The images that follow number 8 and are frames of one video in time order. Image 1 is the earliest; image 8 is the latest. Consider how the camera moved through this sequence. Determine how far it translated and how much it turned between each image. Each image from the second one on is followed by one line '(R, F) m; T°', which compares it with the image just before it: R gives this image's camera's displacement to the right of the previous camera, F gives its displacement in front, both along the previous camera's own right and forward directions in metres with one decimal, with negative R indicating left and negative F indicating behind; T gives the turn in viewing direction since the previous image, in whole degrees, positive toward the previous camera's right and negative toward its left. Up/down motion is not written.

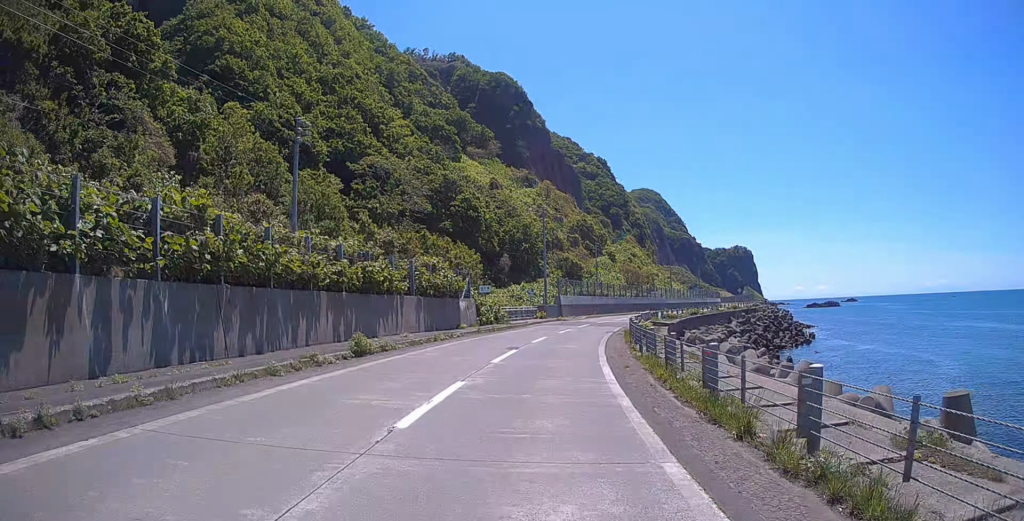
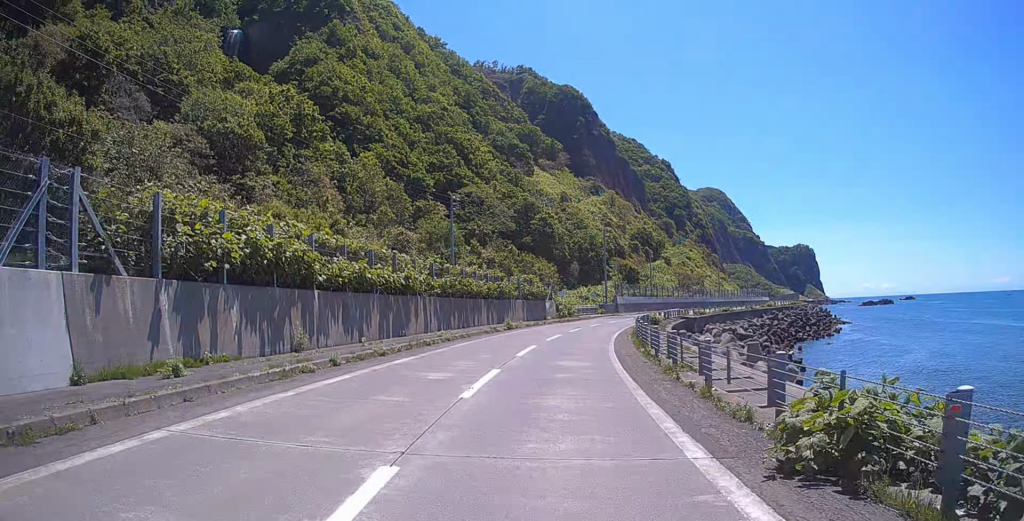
(-1.9, +23.2) m; -8°
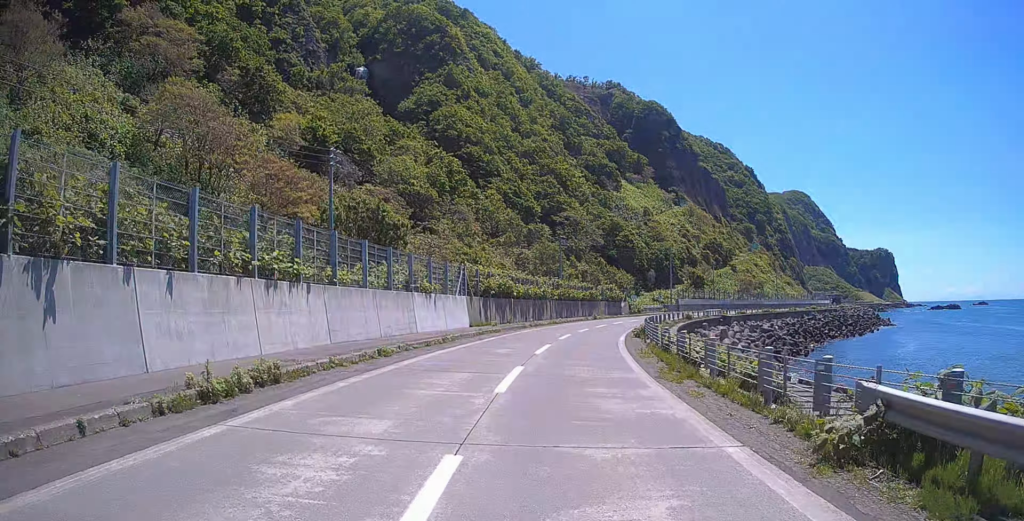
(-1.4, +31.5) m; -7°
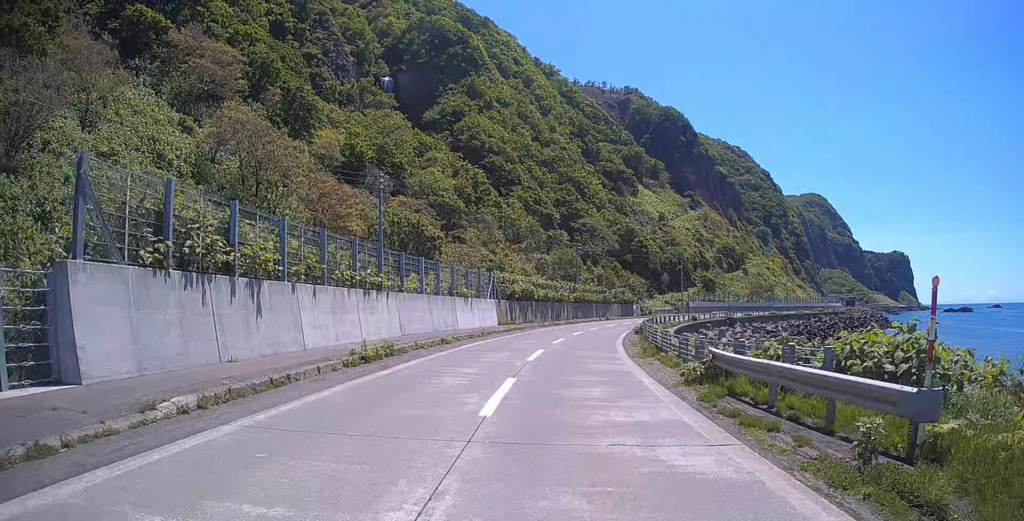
(-0.3, +7.9) m; -2°
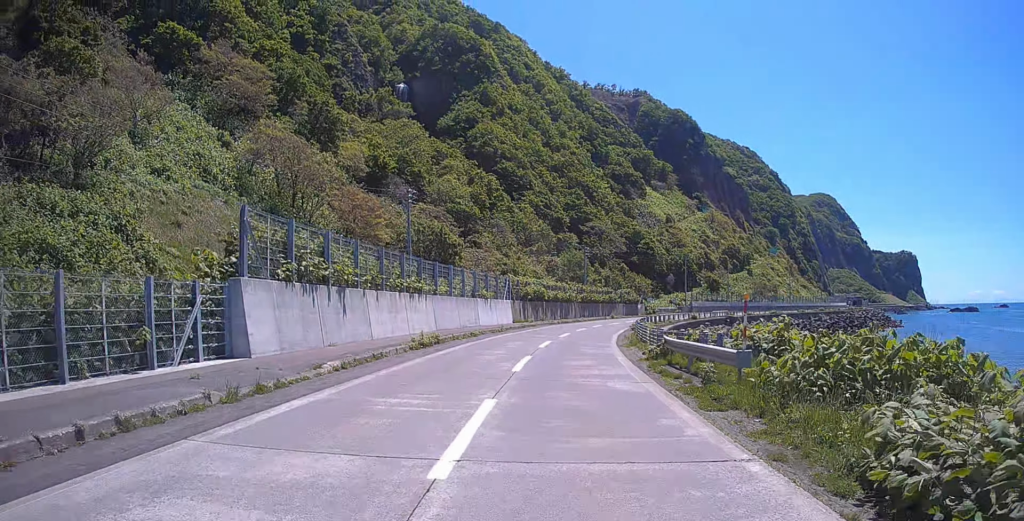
(0.0, +6.8) m; -2°
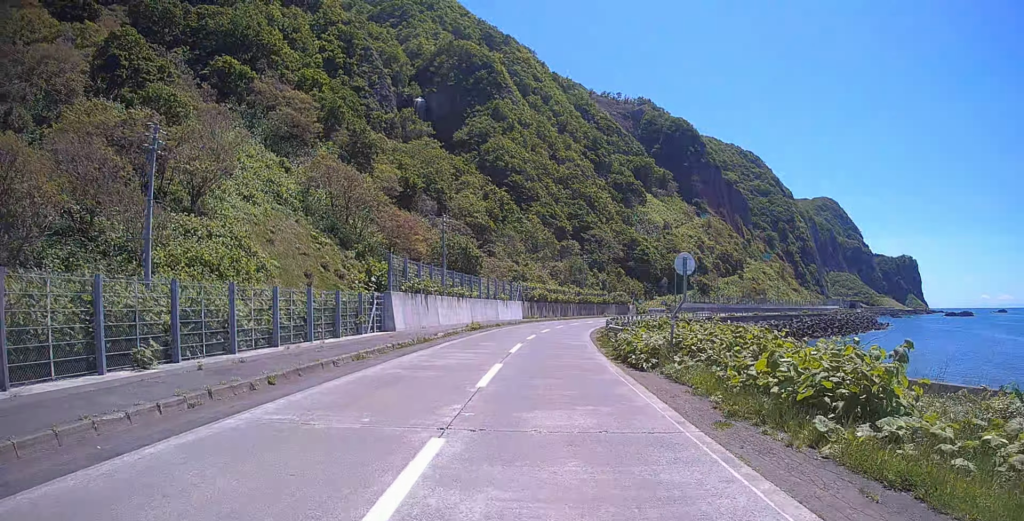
(-0.7, +17.3) m; -3°
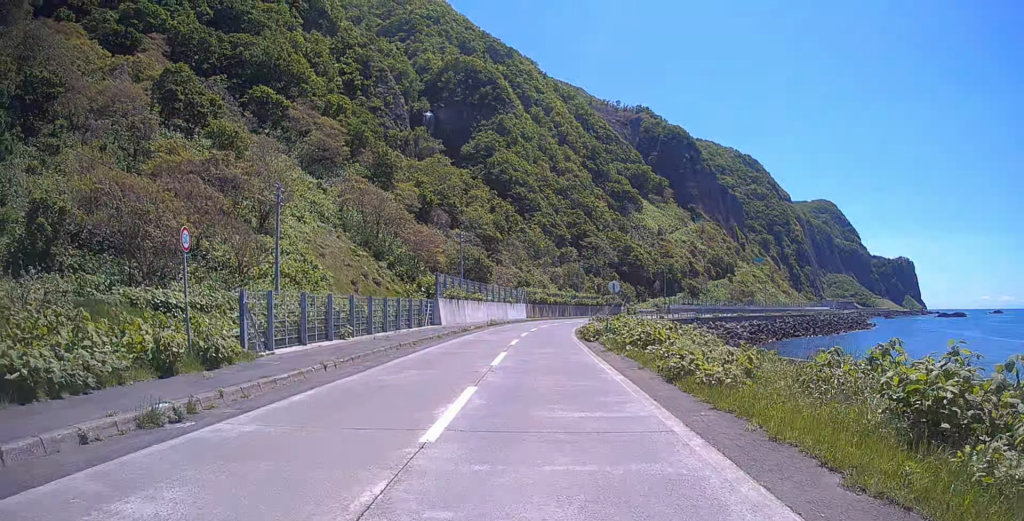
(-0.1, +15.6) m; 0°
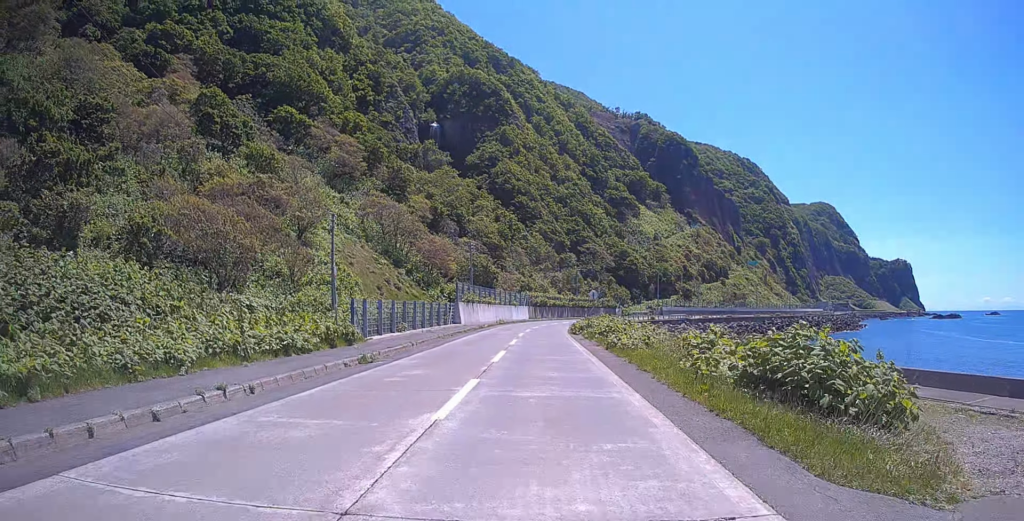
(0.0, +11.8) m; 0°
